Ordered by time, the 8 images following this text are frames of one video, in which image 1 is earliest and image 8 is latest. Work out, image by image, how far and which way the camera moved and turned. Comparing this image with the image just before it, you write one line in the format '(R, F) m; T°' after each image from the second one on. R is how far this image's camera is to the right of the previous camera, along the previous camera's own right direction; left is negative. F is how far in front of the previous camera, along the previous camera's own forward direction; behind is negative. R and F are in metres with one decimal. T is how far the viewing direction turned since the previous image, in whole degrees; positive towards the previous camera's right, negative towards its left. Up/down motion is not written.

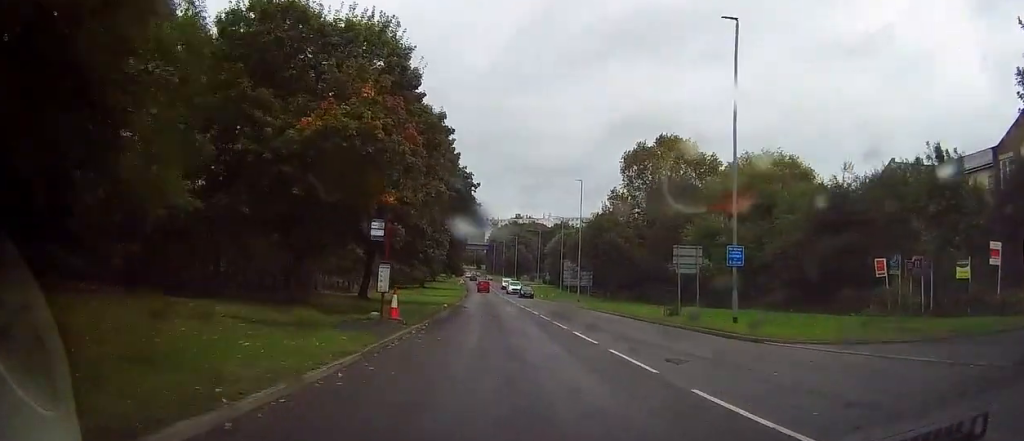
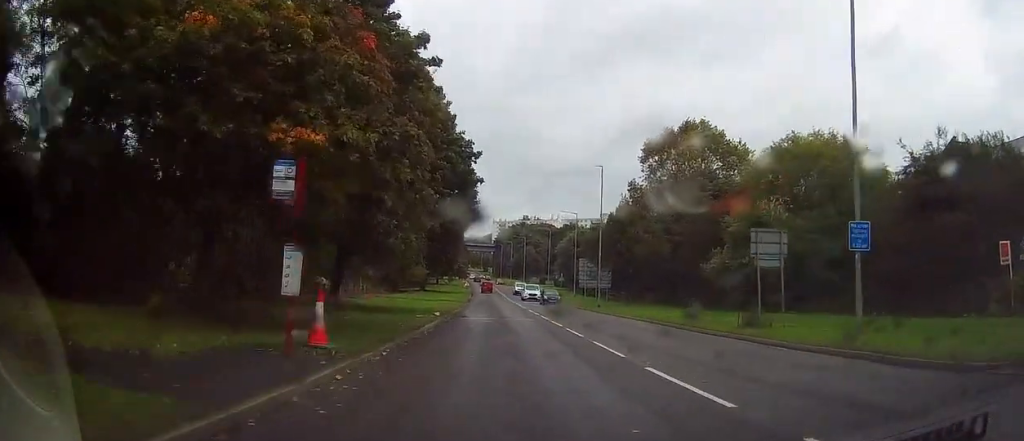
(0.0, +8.9) m; -2°
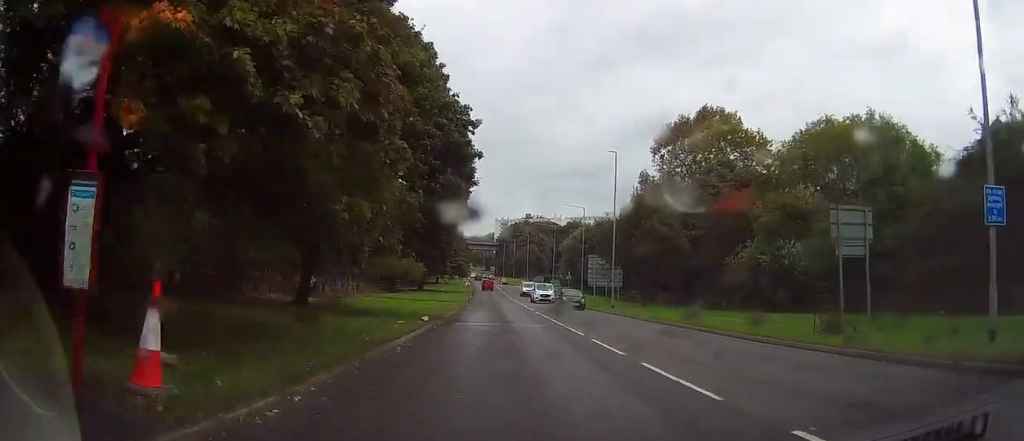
(0.0, +5.5) m; -2°
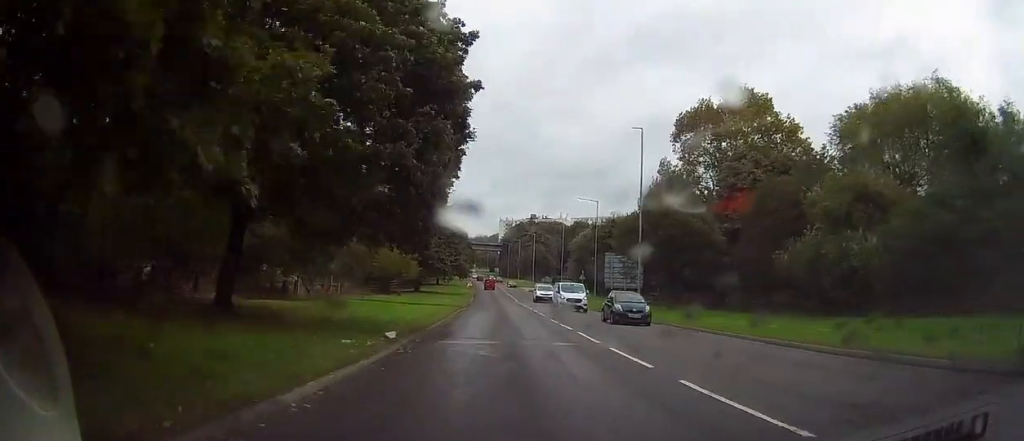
(-0.4, +8.2) m; 0°
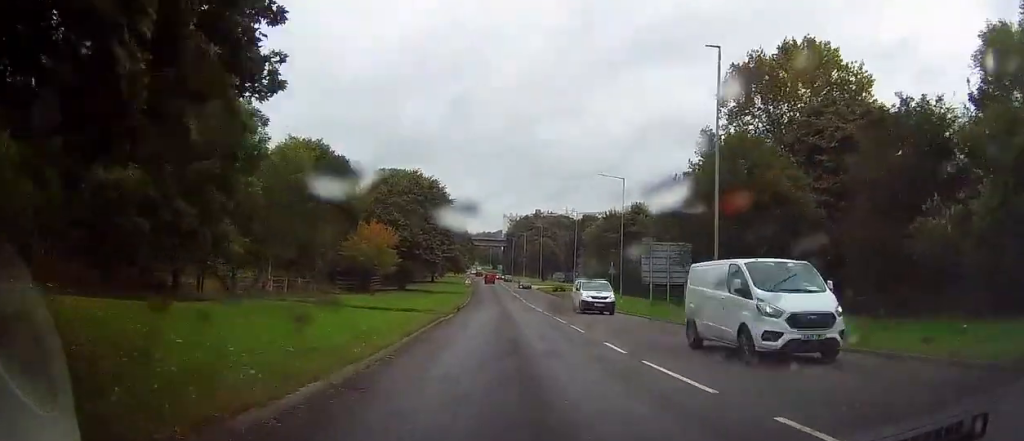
(+0.4, +15.1) m; +1°
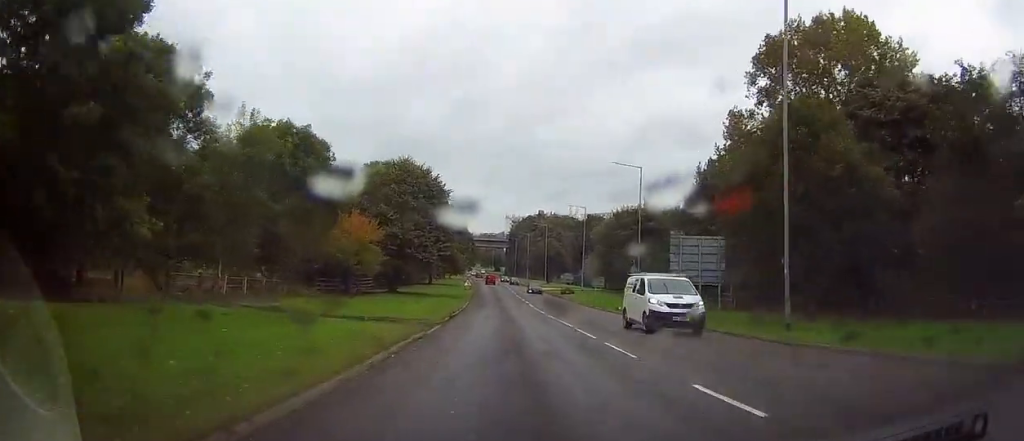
(-0.2, +7.3) m; -1°
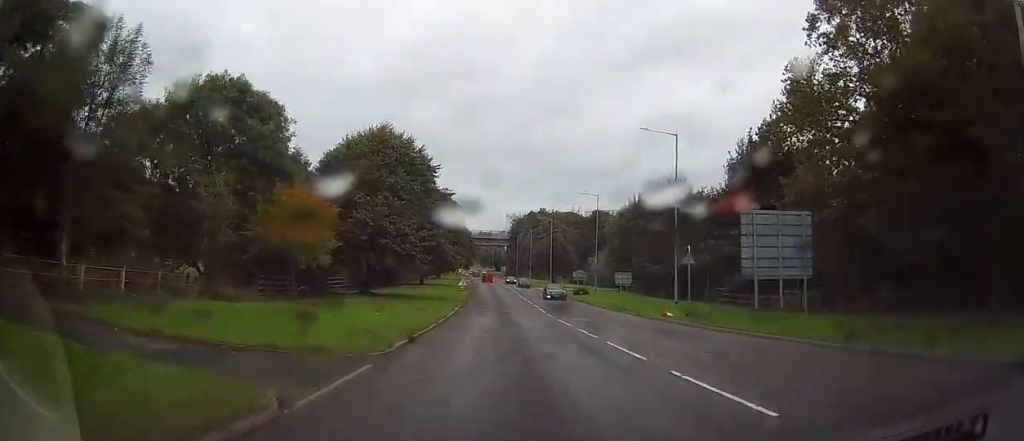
(-0.2, +12.3) m; -1°
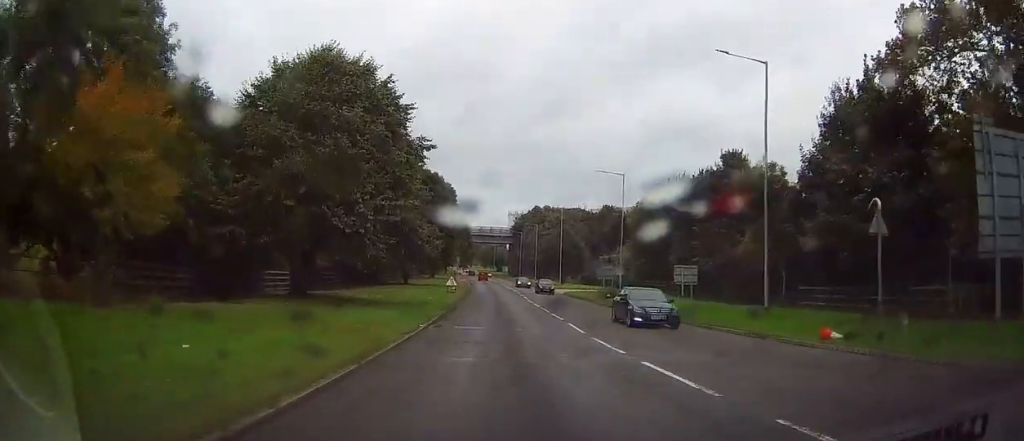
(+0.1, +16.0) m; +1°
